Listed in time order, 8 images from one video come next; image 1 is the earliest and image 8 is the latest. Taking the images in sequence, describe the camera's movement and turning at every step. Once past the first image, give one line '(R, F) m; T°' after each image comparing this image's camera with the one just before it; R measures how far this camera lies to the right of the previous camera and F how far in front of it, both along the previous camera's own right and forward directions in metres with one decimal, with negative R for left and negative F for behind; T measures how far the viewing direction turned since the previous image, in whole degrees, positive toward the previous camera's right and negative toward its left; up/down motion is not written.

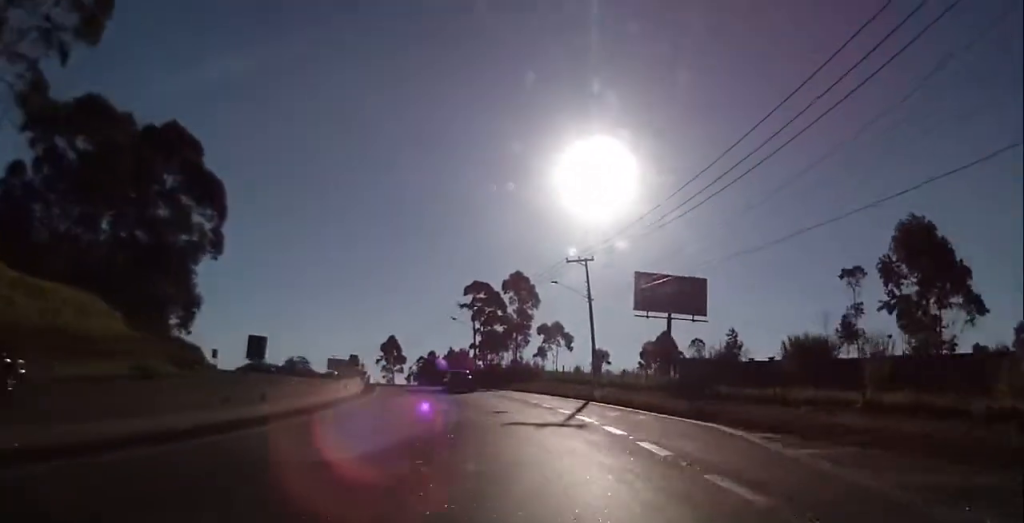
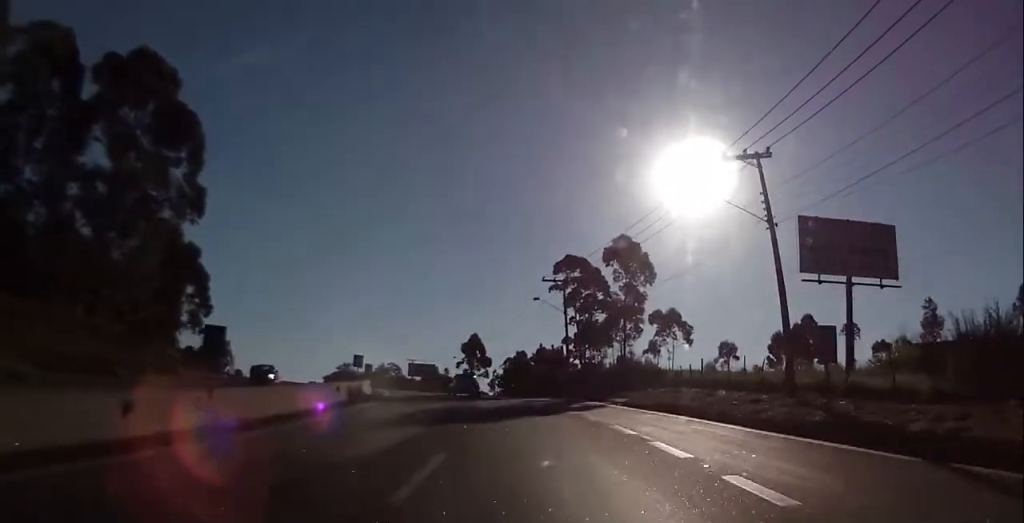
(-0.7, +24.1) m; -6°
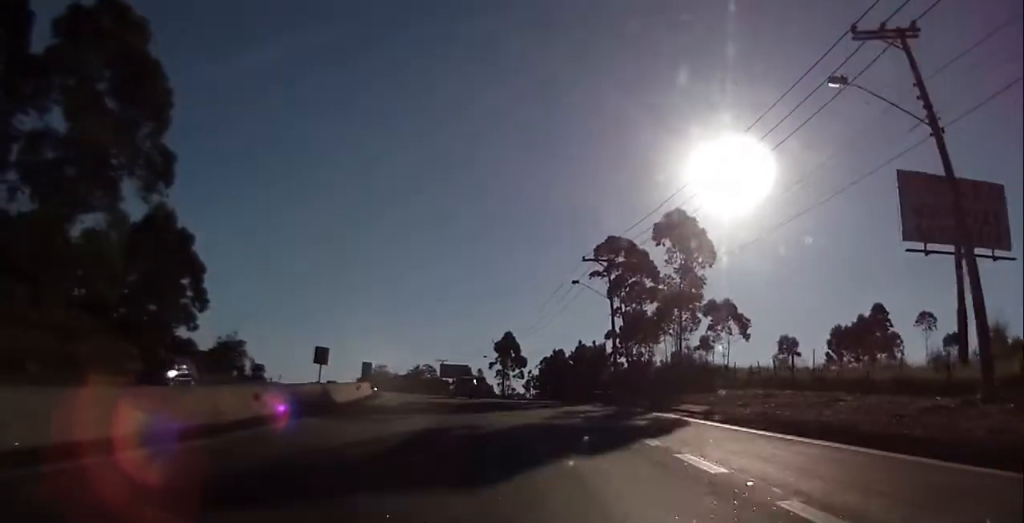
(-0.2, +10.3) m; -4°
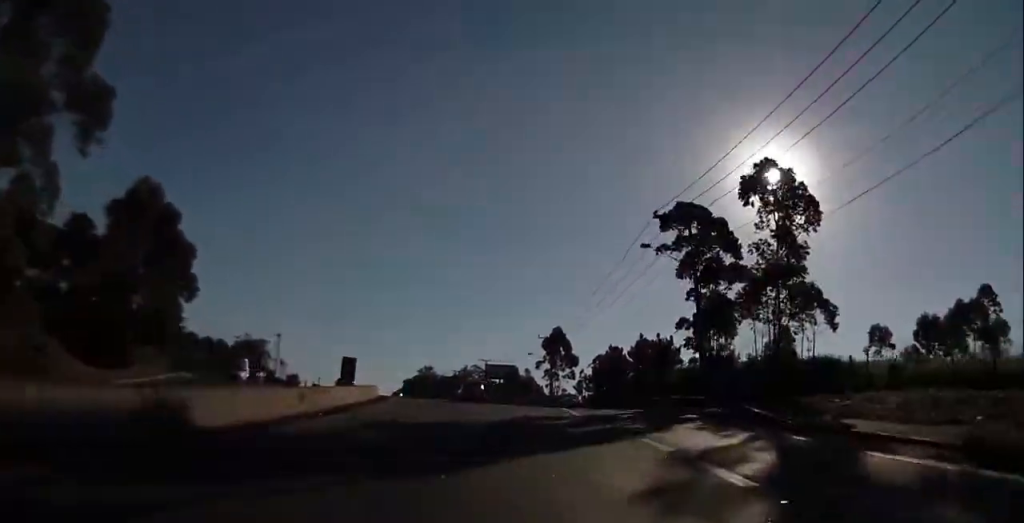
(-1.0, +13.0) m; -5°
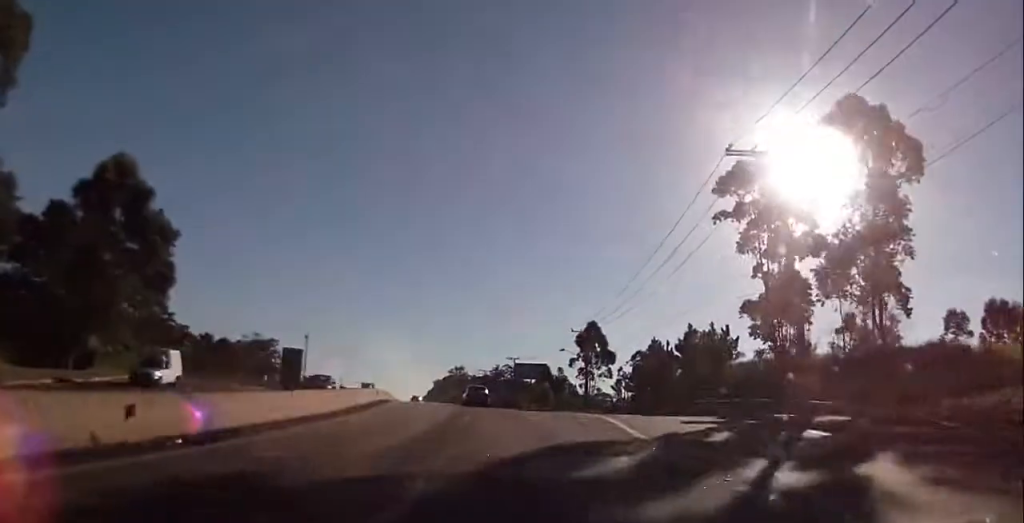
(-0.1, +9.7) m; -2°
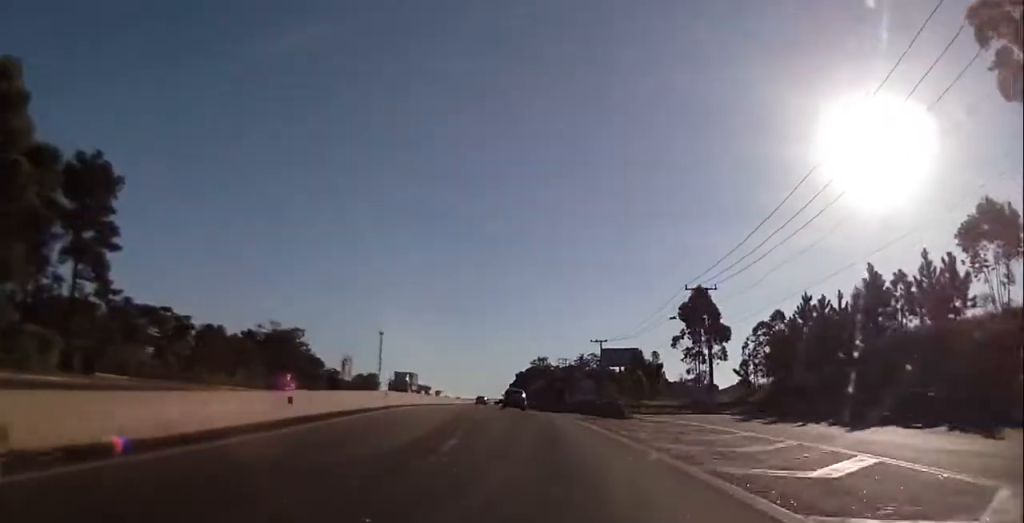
(-1.5, +23.7) m; -8°
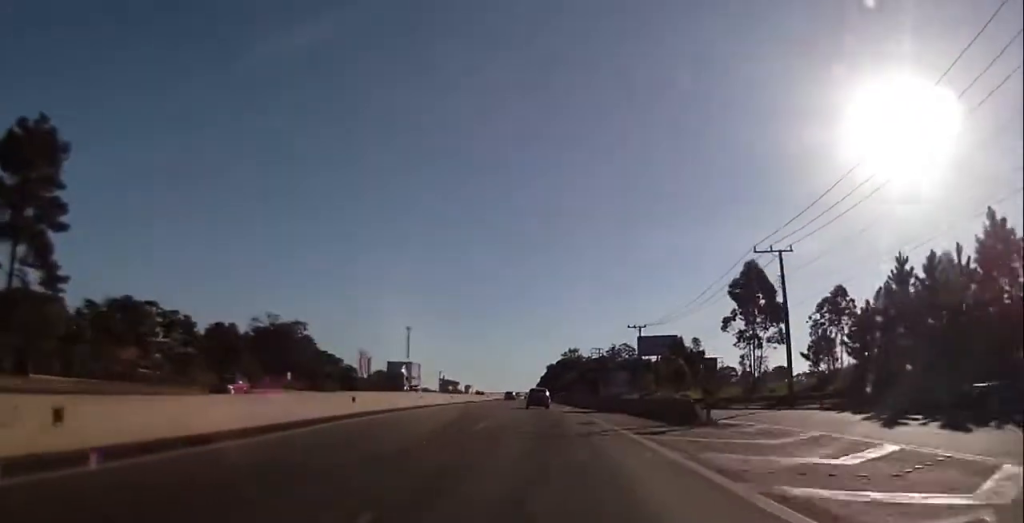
(-0.3, +10.4) m; -1°
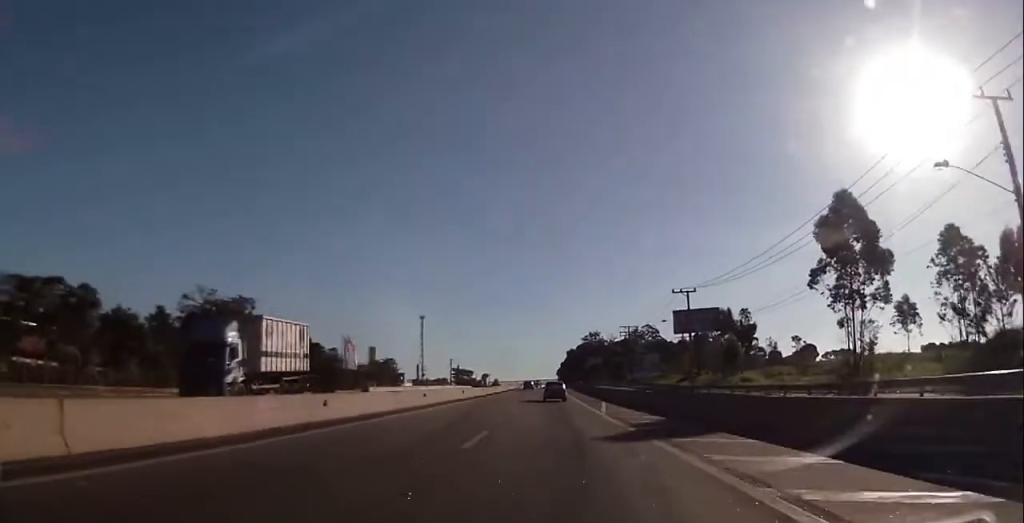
(-0.2, +20.1) m; -2°
